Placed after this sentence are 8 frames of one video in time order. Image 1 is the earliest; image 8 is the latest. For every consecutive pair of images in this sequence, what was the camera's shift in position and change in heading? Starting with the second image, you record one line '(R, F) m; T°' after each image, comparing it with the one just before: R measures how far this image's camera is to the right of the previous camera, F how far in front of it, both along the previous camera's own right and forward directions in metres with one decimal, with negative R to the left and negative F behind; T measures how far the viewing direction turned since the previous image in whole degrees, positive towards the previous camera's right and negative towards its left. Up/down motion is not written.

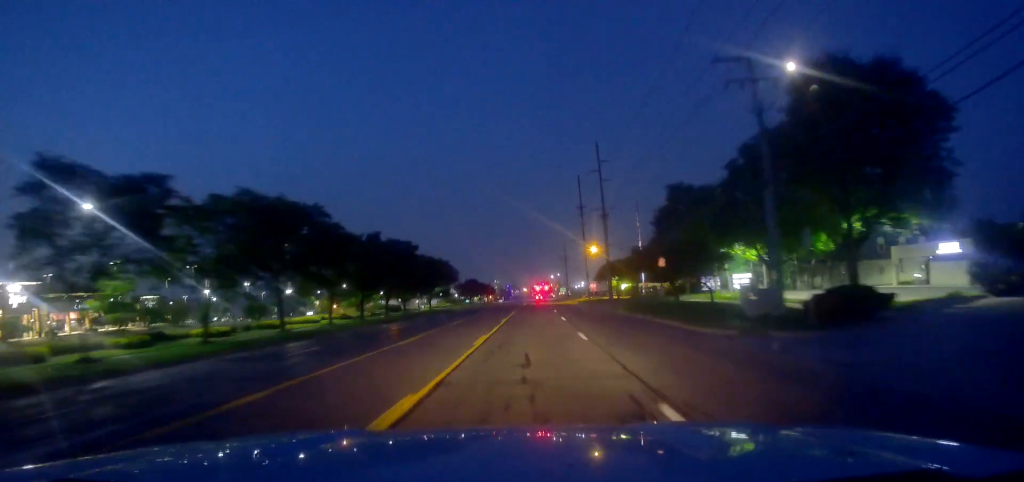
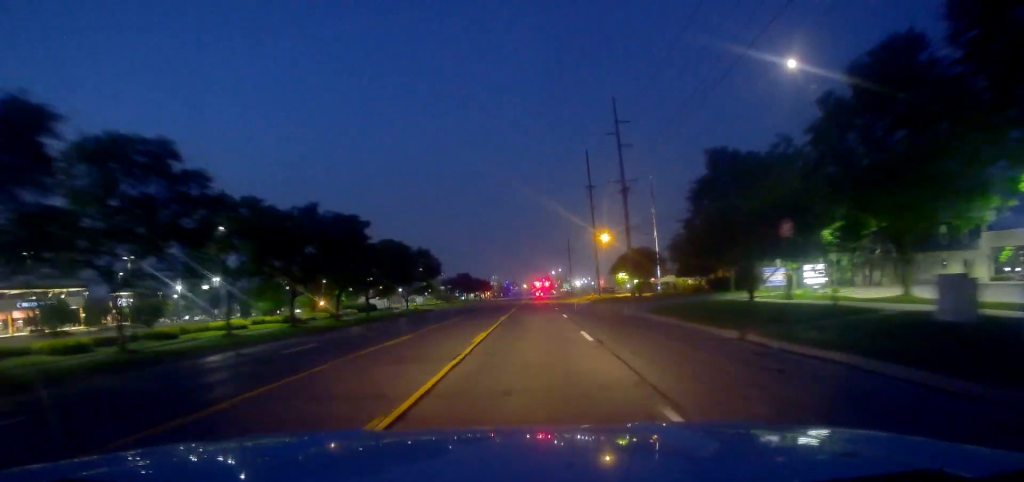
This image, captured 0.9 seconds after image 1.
(+0.2, +16.1) m; -1°
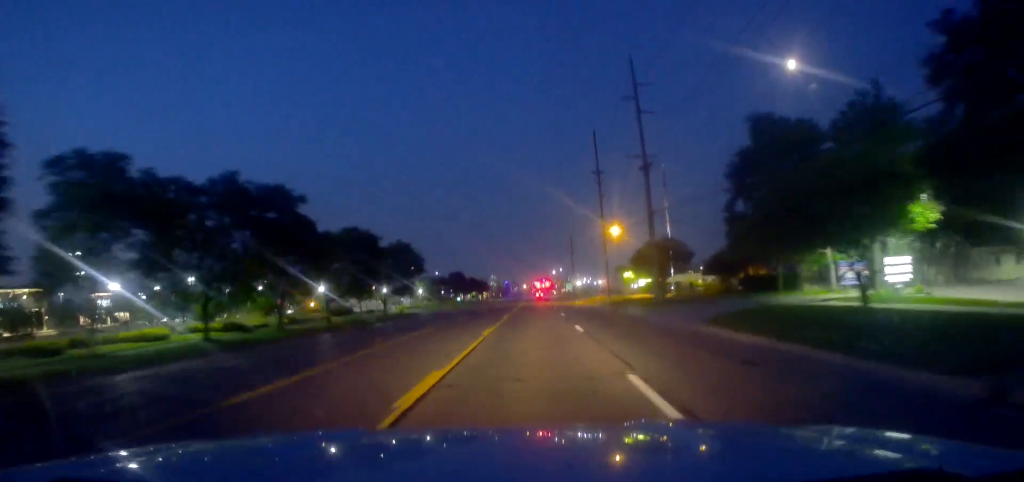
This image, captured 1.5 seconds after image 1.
(0.0, +11.1) m; 0°
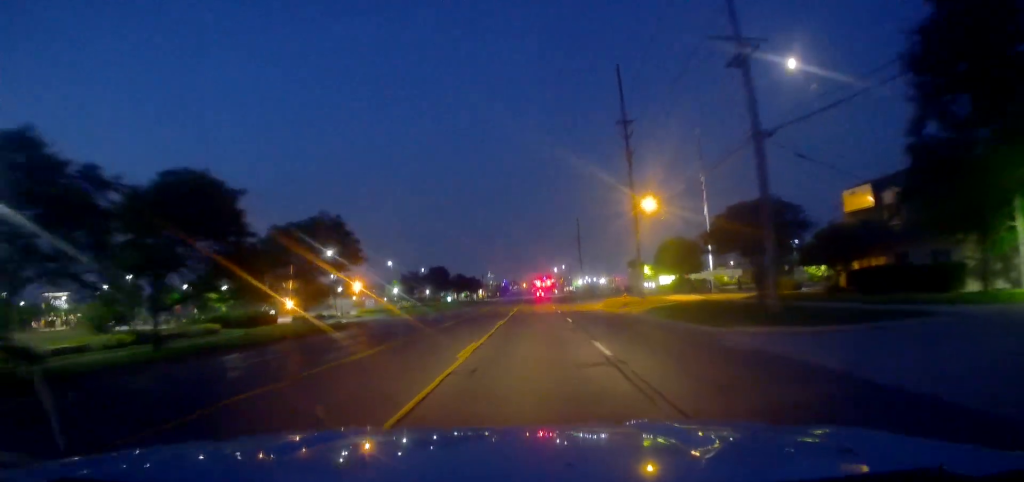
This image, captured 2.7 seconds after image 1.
(-0.2, +22.8) m; 0°
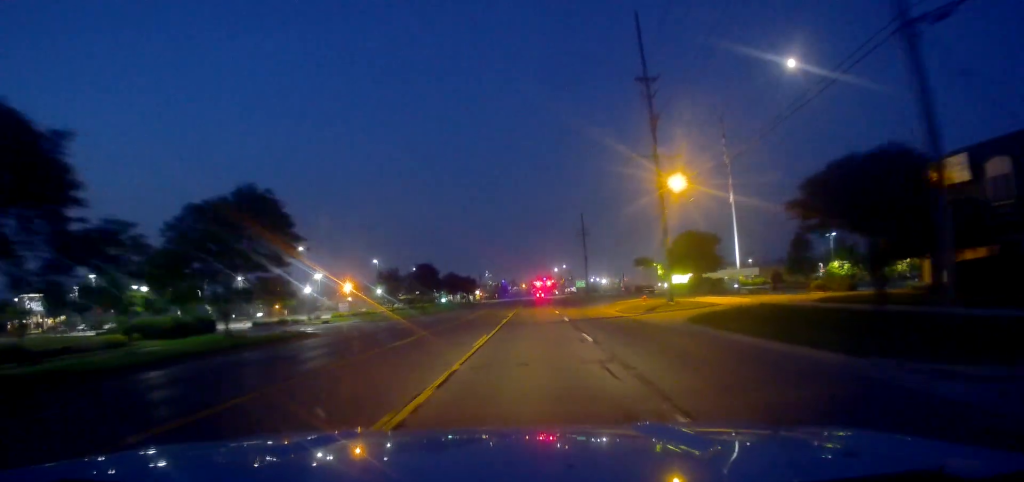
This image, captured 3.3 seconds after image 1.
(+0.3, +10.9) m; 0°
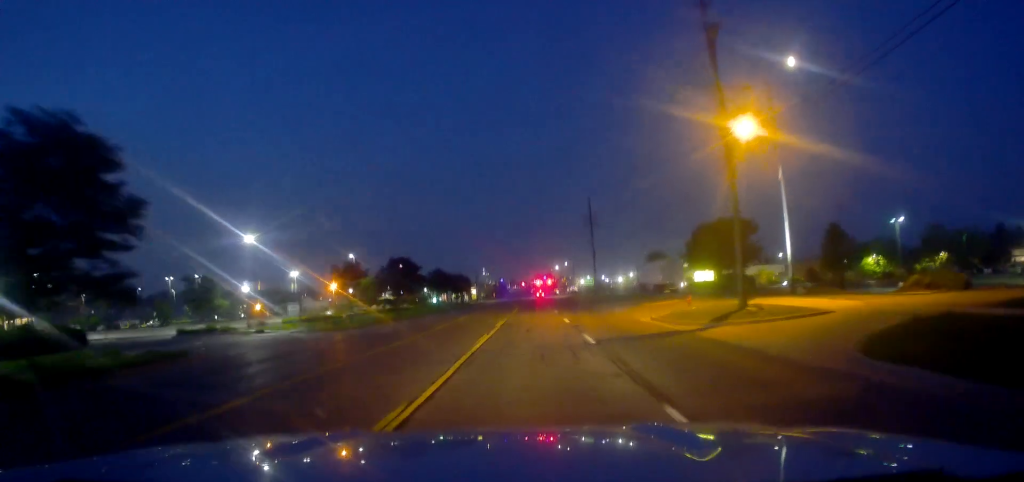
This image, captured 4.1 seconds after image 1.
(-0.6, +14.4) m; 0°
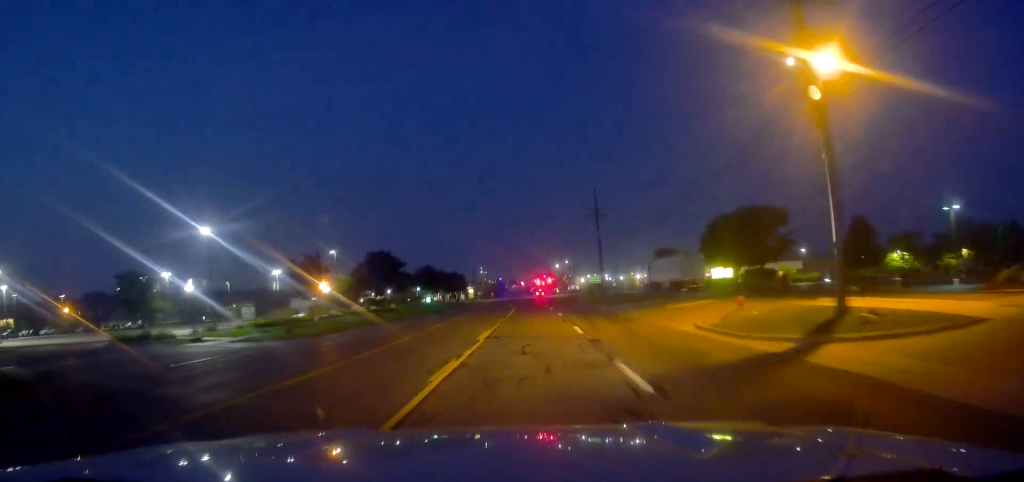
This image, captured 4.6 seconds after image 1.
(+0.2, +9.0) m; +1°
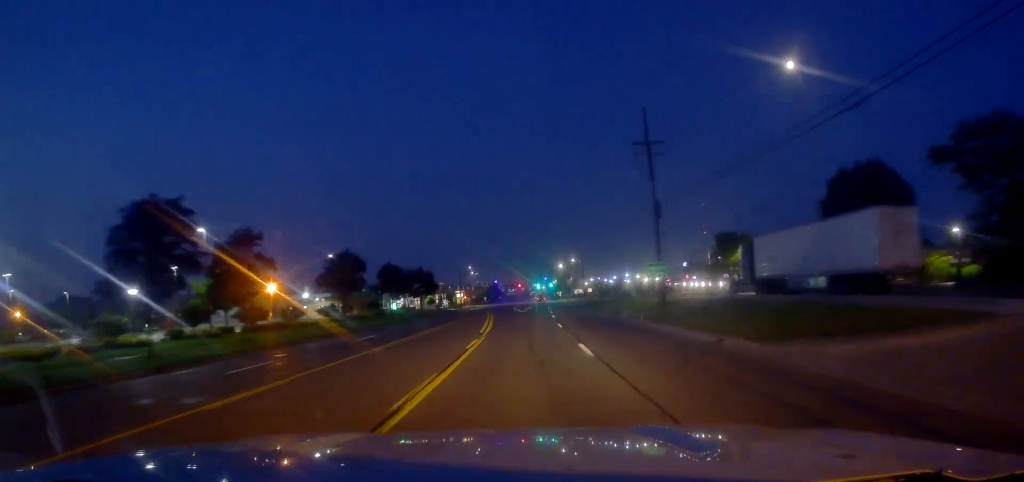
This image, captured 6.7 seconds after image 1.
(+0.6, +37.4) m; +1°
